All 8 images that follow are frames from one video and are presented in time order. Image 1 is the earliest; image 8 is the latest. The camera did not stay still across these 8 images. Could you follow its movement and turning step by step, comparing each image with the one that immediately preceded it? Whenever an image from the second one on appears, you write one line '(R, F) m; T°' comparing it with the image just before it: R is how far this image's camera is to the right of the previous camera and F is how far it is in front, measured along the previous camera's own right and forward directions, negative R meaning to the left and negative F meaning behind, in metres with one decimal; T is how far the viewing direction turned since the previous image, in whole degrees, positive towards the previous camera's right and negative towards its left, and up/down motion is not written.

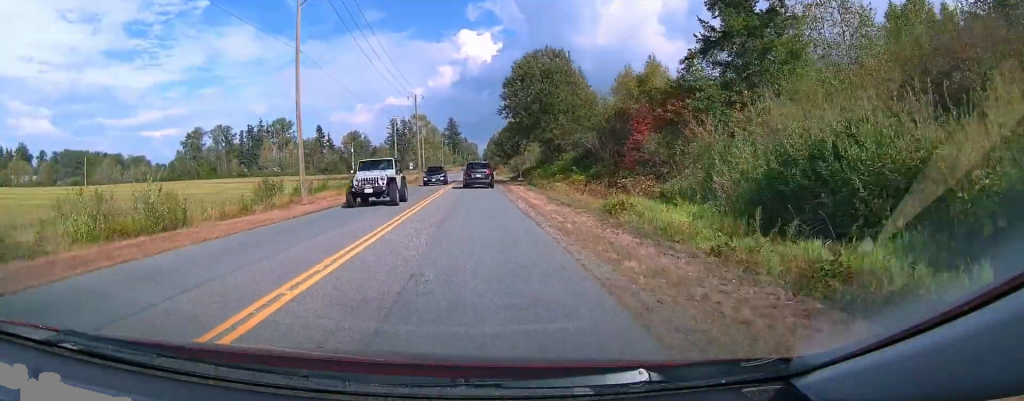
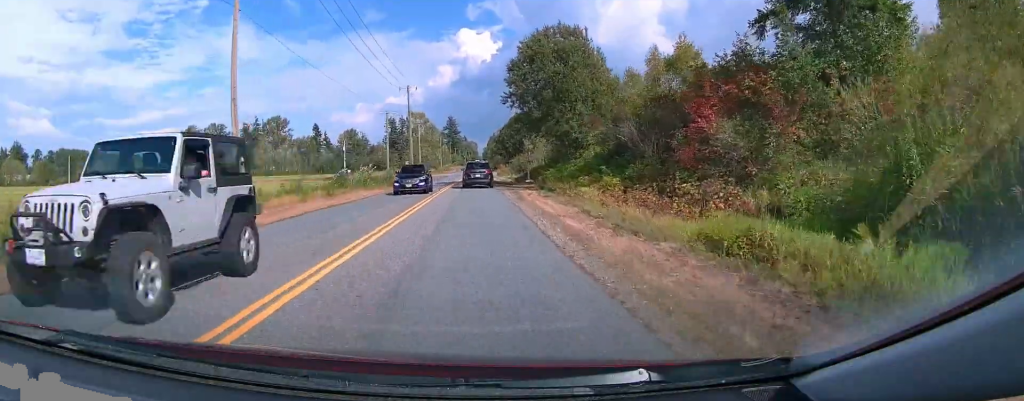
(-0.1, +8.5) m; 0°
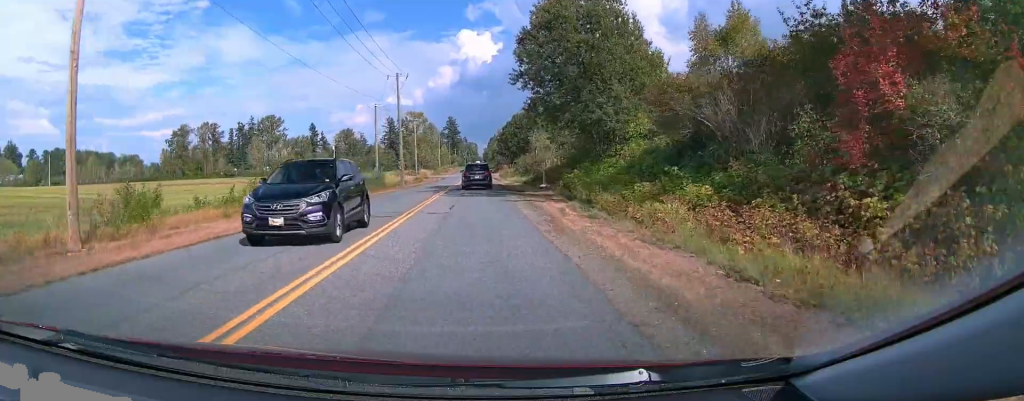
(+0.2, +9.9) m; 0°
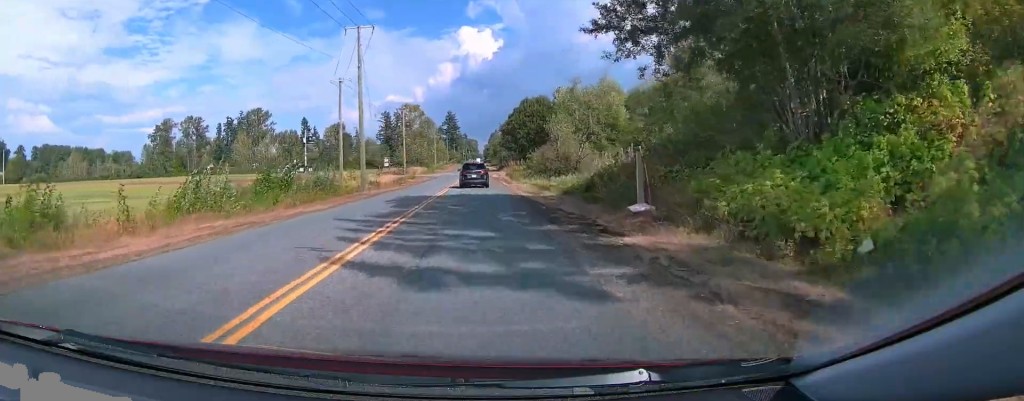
(-0.1, +20.5) m; 0°
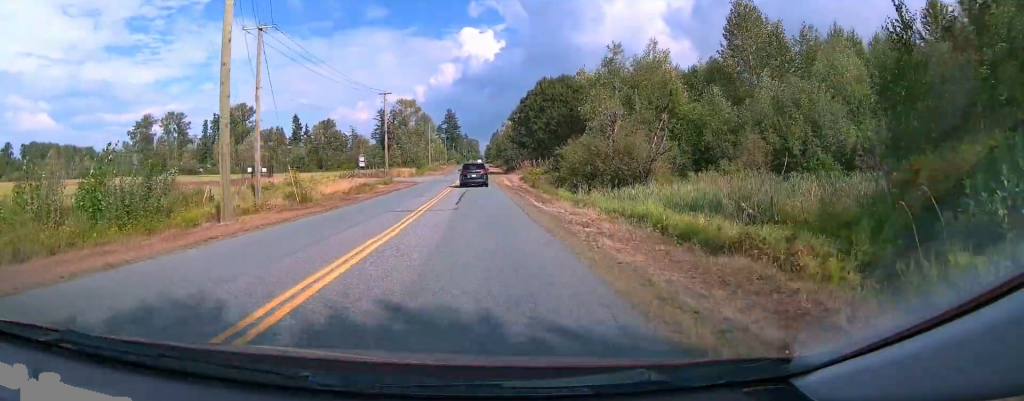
(+0.1, +22.4) m; 0°
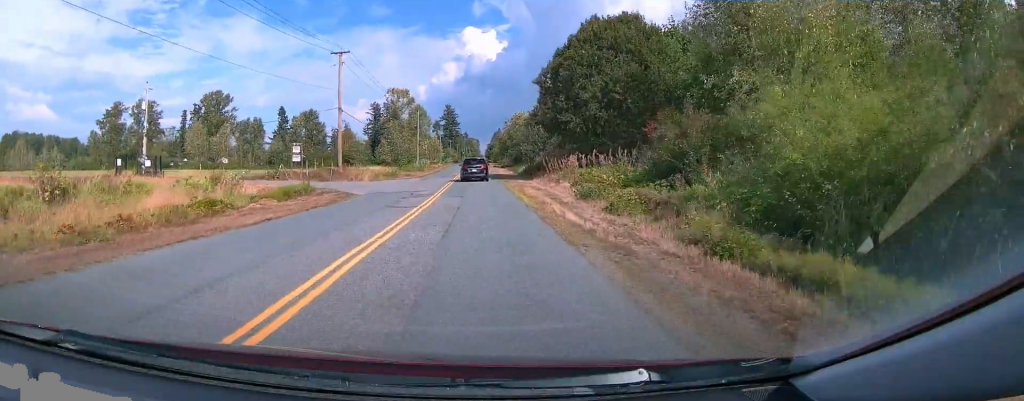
(-0.2, +28.4) m; 0°
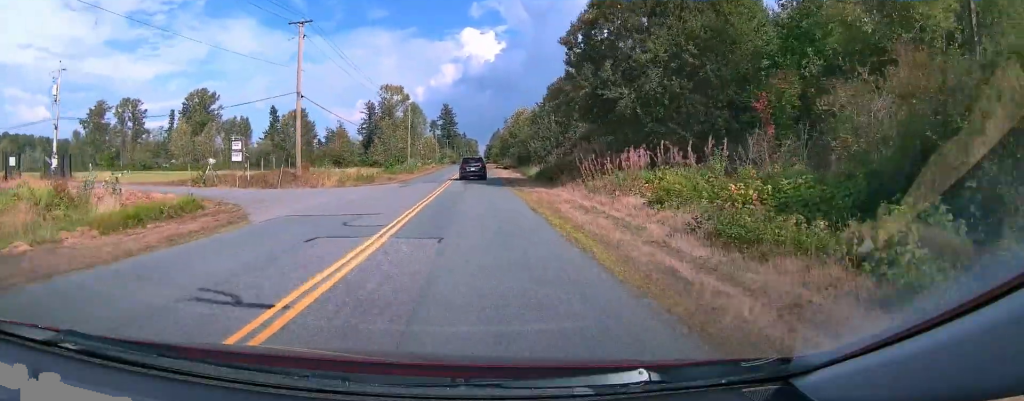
(+0.3, +13.2) m; +1°
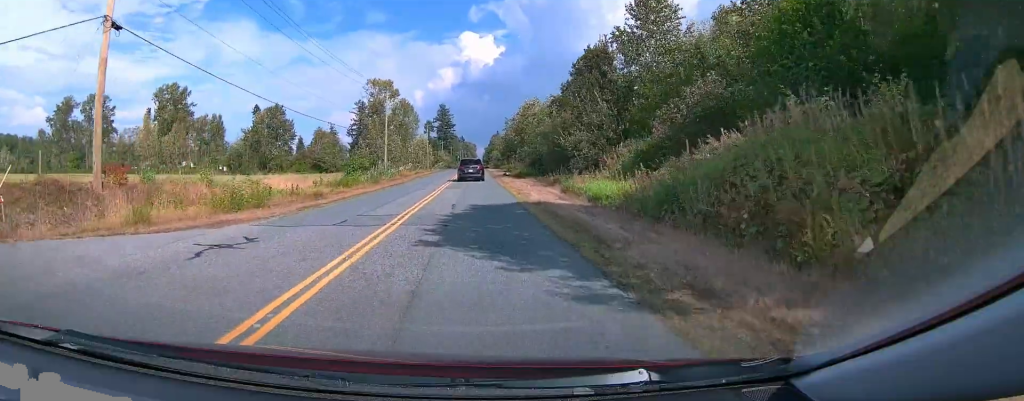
(+0.2, +25.0) m; -1°
